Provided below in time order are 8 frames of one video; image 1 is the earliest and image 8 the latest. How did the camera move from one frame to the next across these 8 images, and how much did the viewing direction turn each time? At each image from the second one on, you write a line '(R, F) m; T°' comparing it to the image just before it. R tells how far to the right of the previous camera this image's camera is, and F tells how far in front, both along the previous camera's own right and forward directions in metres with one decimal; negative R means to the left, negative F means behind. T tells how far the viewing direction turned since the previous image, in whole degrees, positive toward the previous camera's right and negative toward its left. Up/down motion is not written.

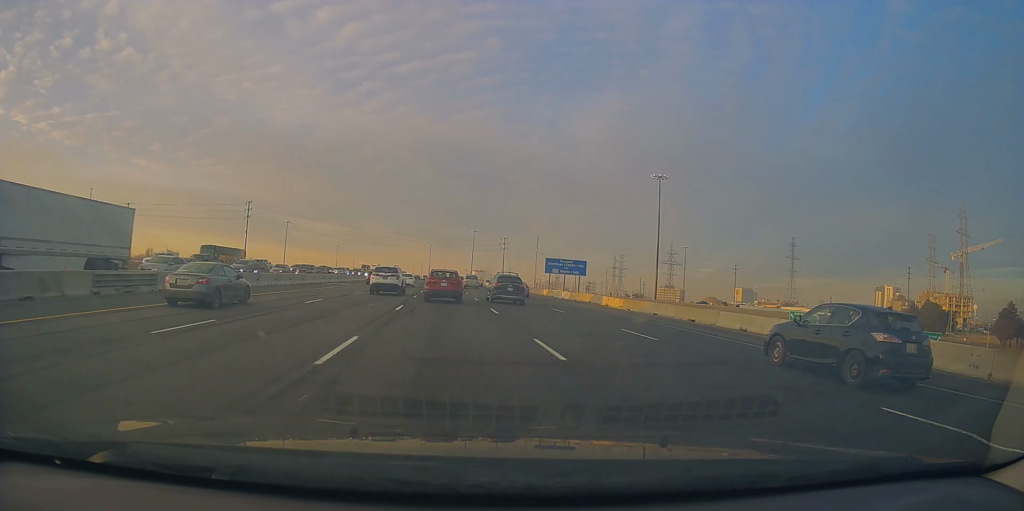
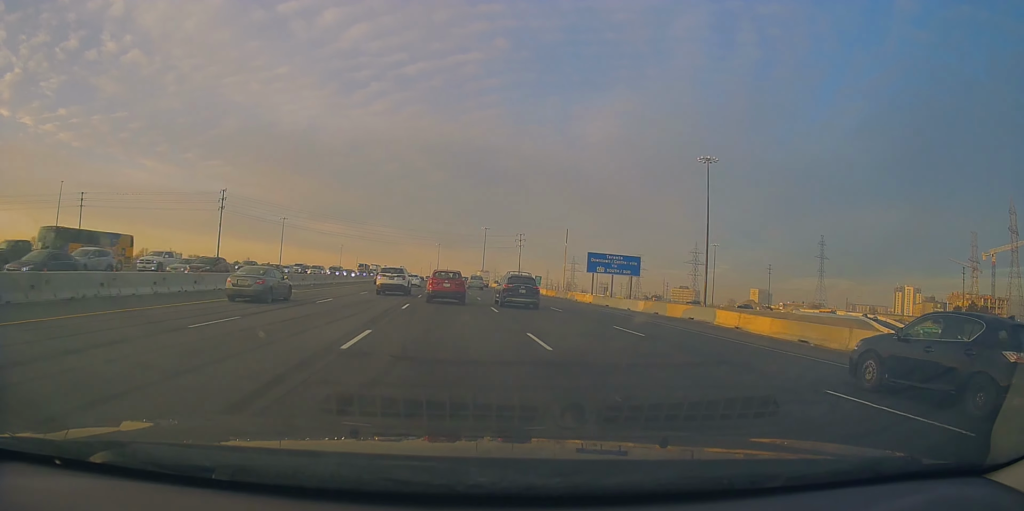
(-0.1, +22.9) m; -1°
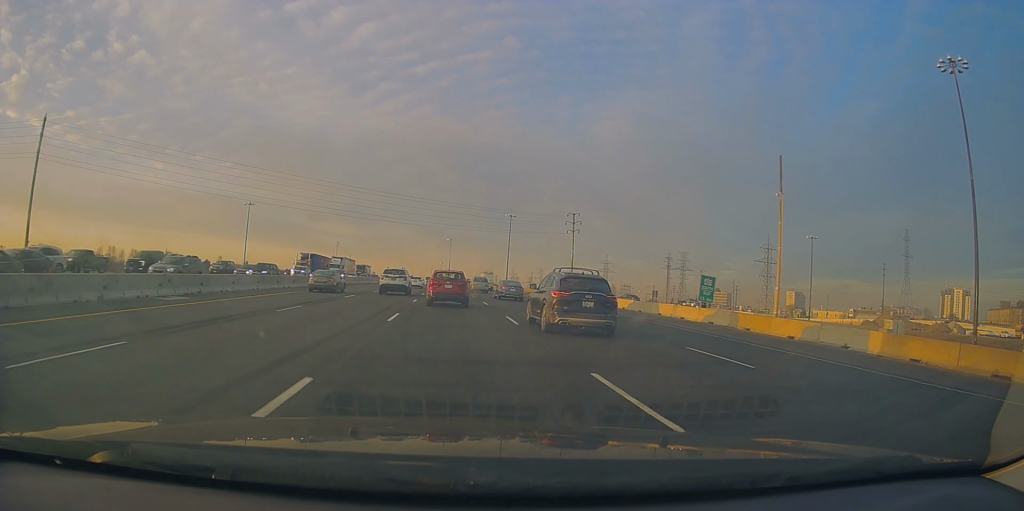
(-0.1, +65.2) m; -1°
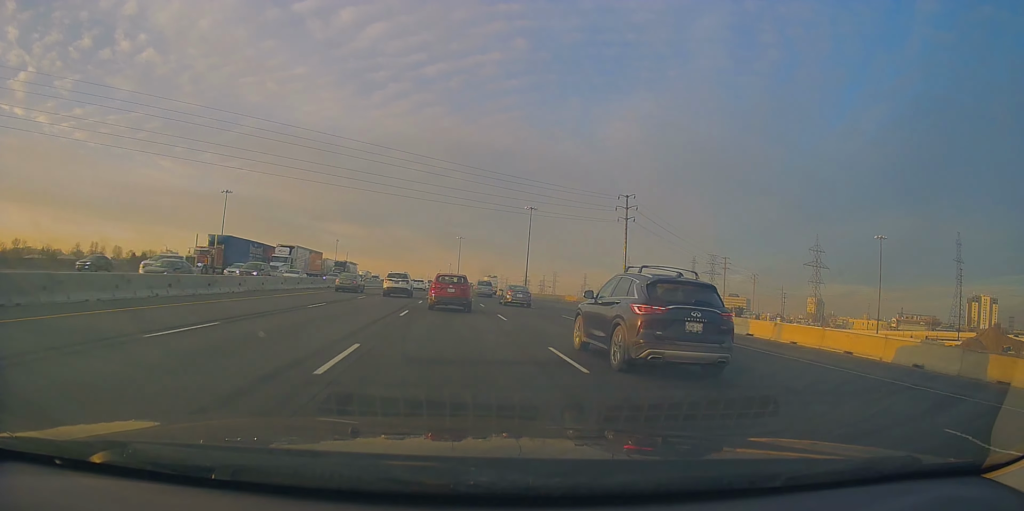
(-0.9, +32.2) m; -2°
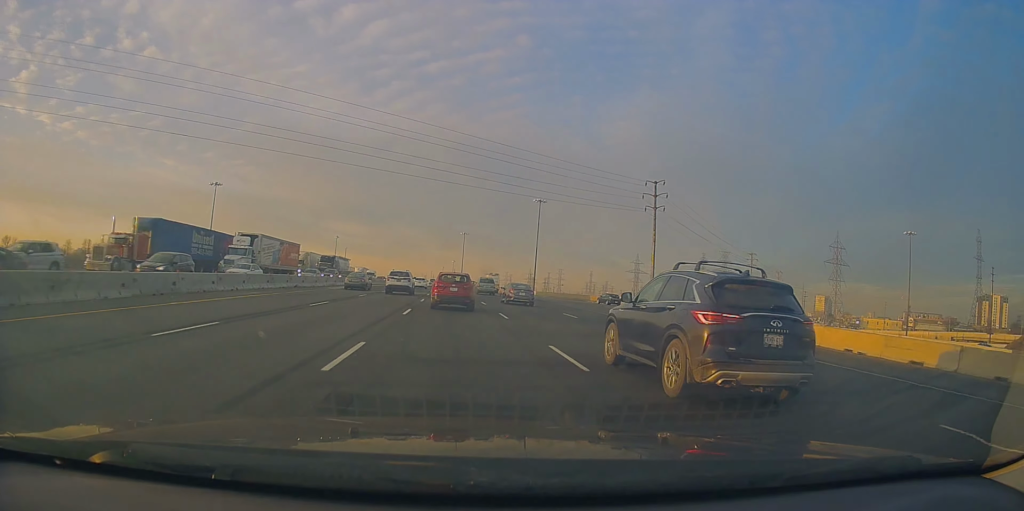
(0.0, +11.8) m; 0°
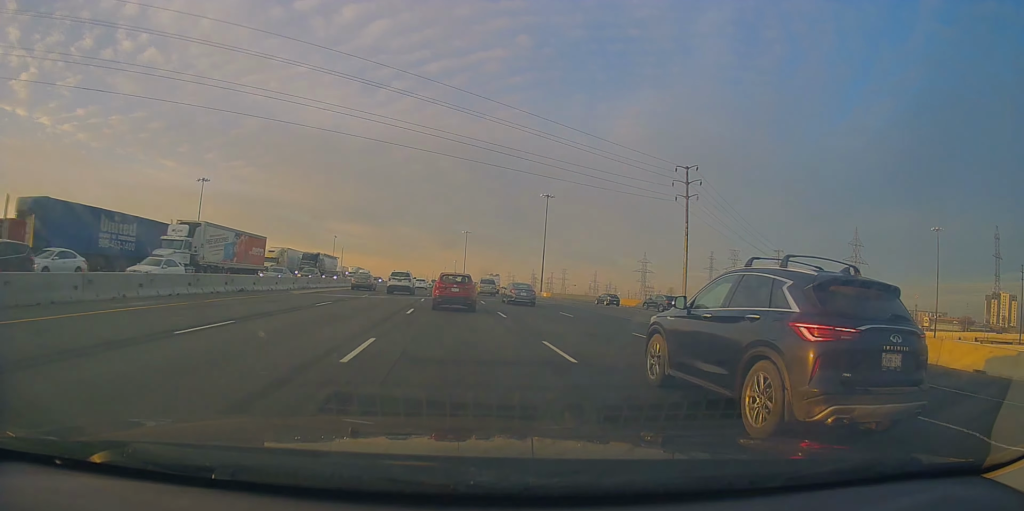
(0.0, +10.9) m; 0°
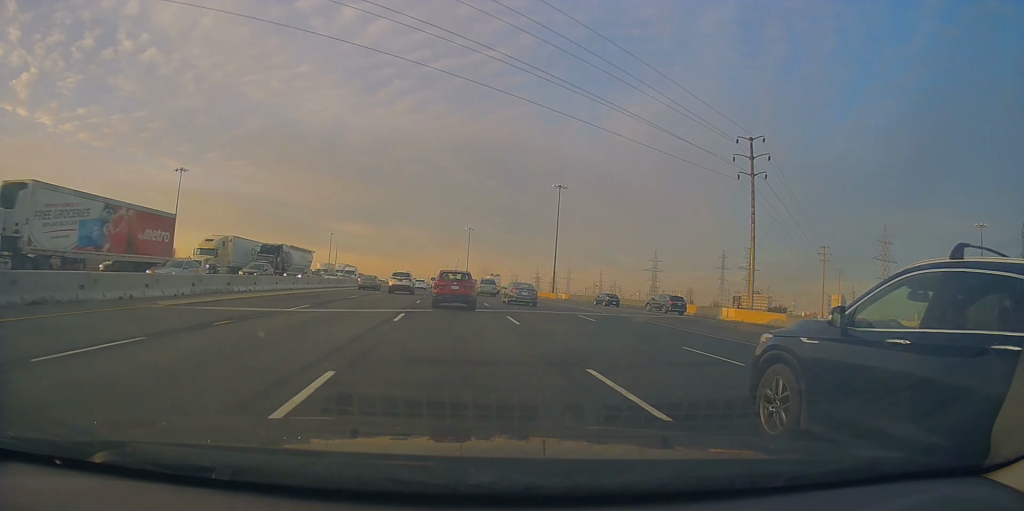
(0.0, +15.9) m; 0°
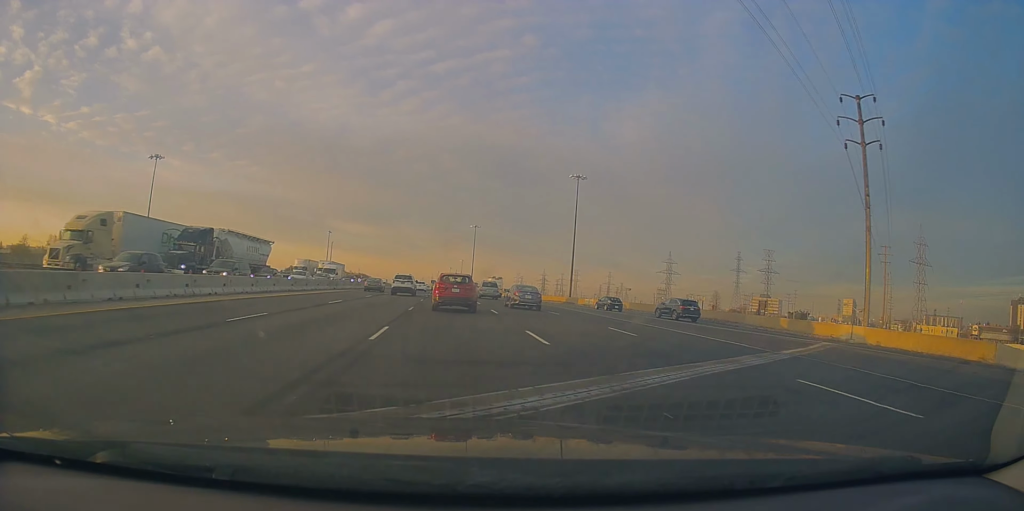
(0.0, +16.8) m; -1°
